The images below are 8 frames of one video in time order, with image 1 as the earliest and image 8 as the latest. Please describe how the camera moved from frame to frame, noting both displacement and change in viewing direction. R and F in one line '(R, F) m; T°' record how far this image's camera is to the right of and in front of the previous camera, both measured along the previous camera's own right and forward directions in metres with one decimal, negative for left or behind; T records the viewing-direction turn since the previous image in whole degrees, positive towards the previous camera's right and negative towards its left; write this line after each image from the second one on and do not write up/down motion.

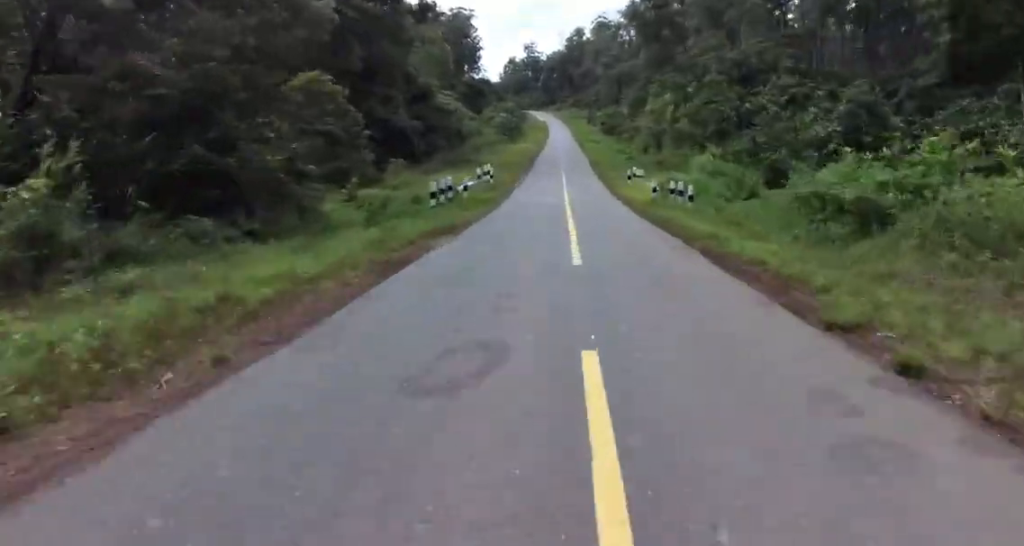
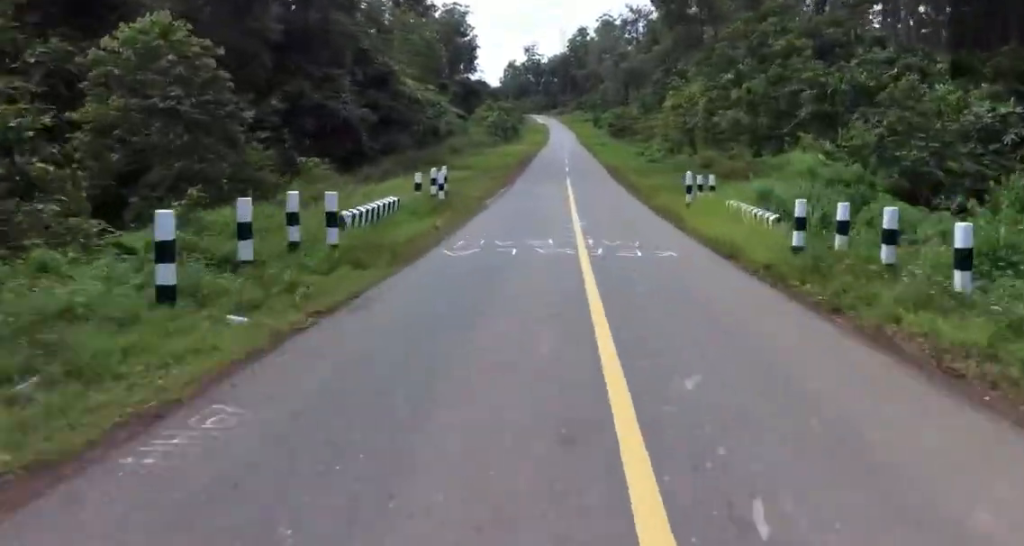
(-0.1, +16.5) m; 0°
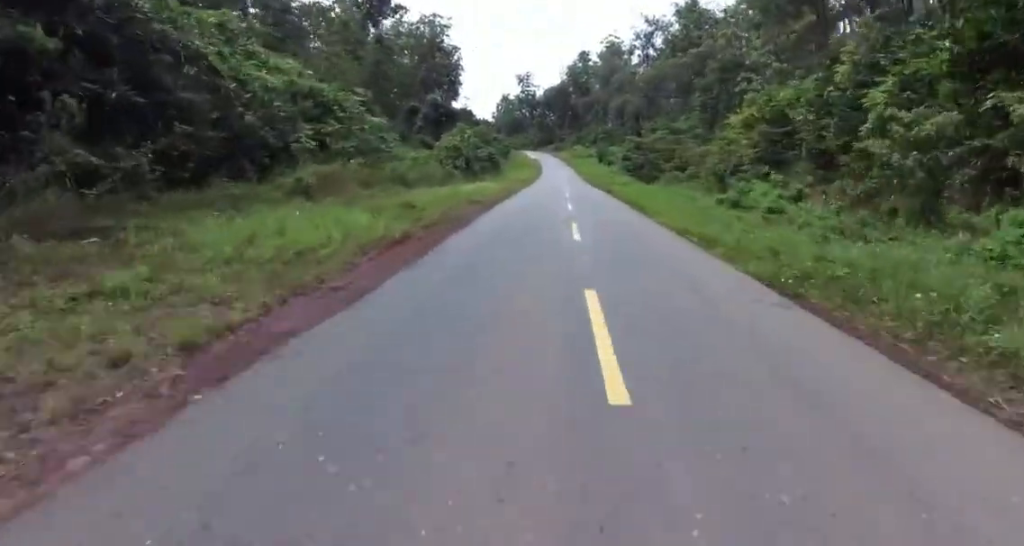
(+0.1, +33.4) m; +1°
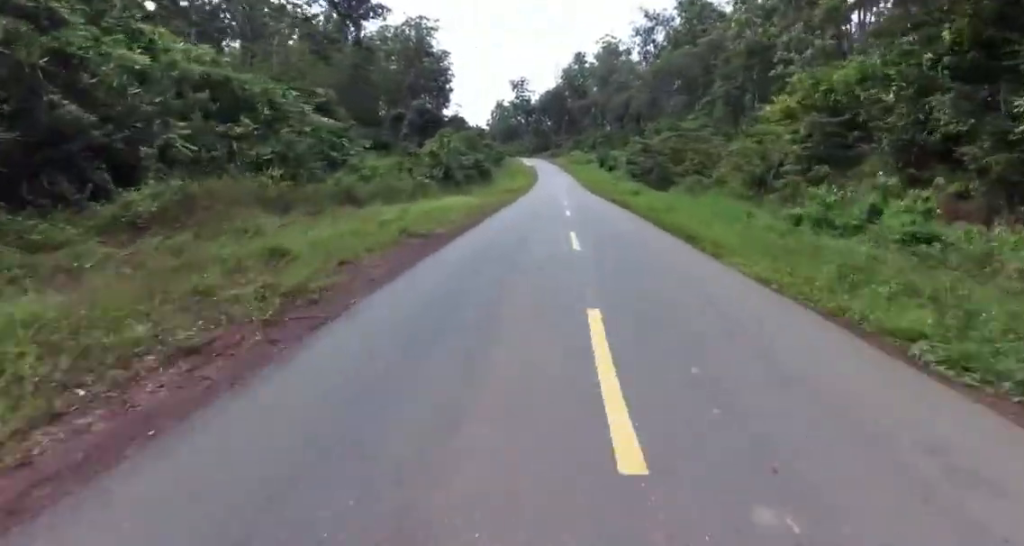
(+0.1, +9.7) m; 0°
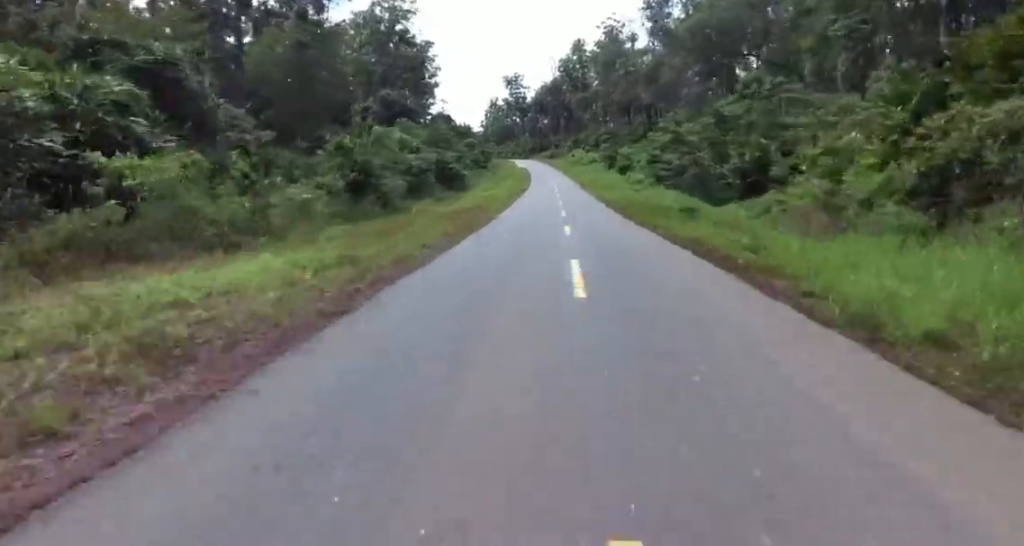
(+0.1, +20.4) m; 0°
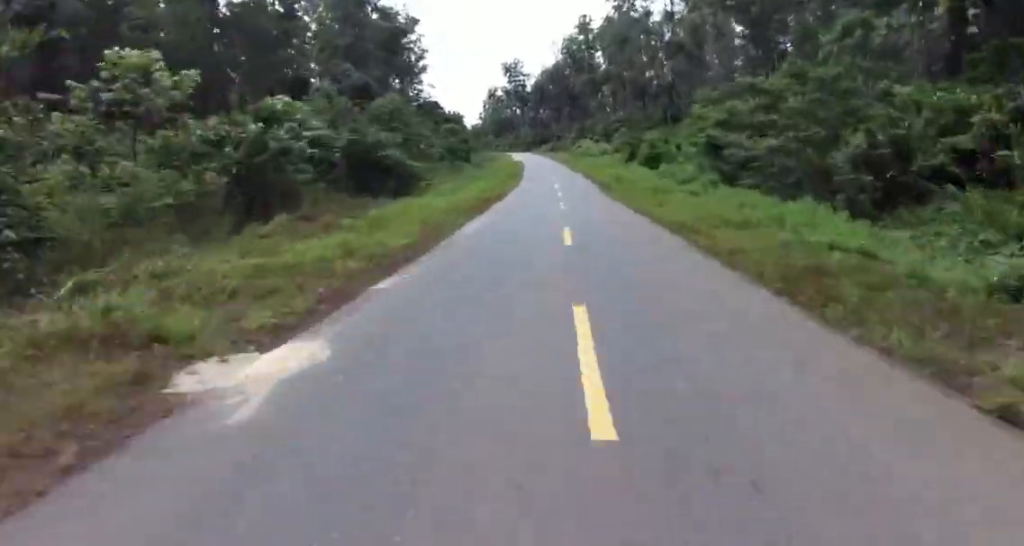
(0.0, +23.0) m; -2°
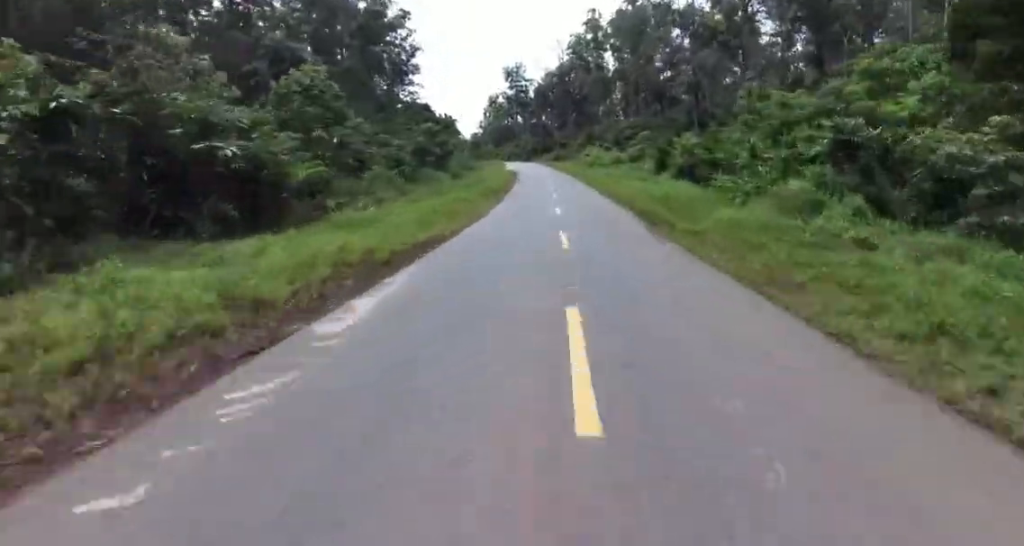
(0.0, +17.4) m; -2°
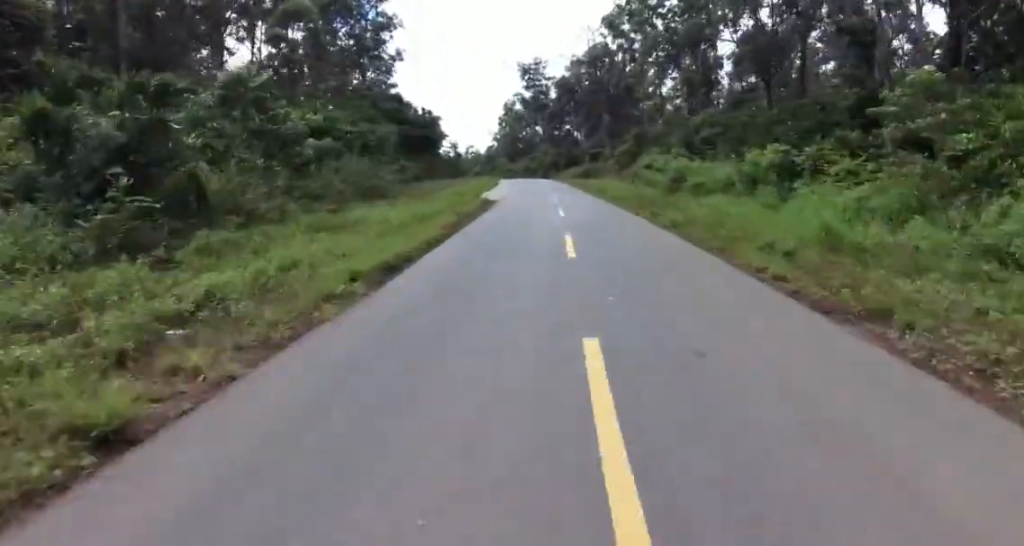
(0.0, +42.0) m; -1°
